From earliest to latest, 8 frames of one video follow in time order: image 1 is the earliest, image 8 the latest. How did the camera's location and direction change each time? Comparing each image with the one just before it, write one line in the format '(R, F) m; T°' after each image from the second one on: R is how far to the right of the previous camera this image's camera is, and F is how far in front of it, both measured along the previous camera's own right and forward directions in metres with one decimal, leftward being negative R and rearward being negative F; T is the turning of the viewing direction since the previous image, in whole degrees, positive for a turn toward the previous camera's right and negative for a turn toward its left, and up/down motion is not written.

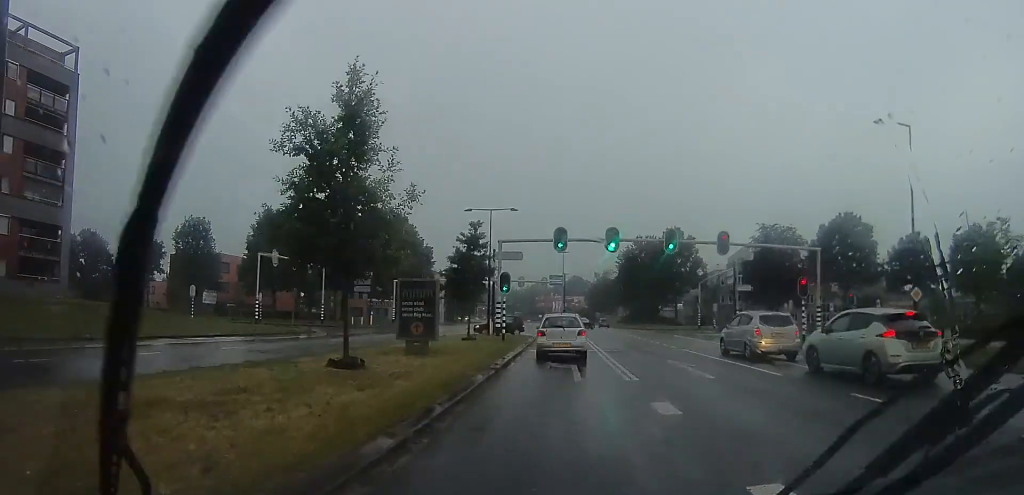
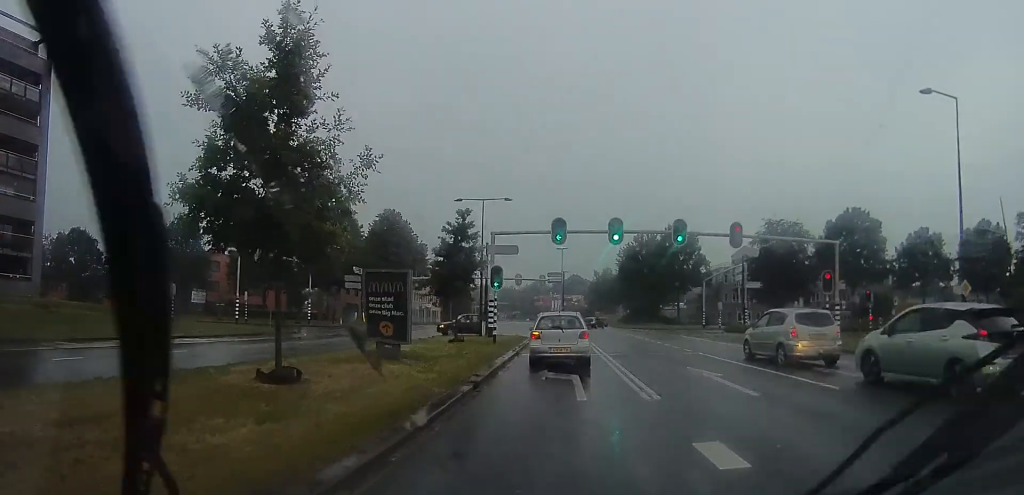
(0.0, +3.2) m; 0°
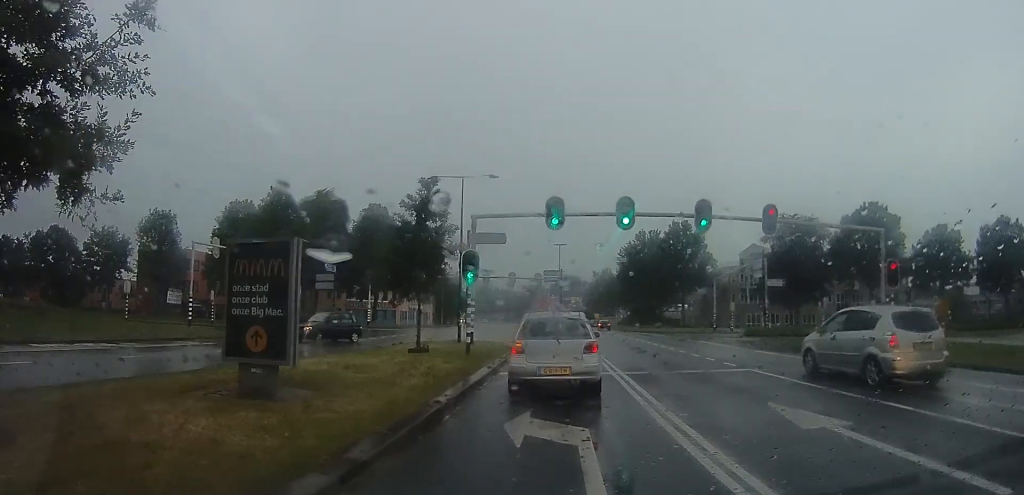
(0.0, +6.6) m; 0°
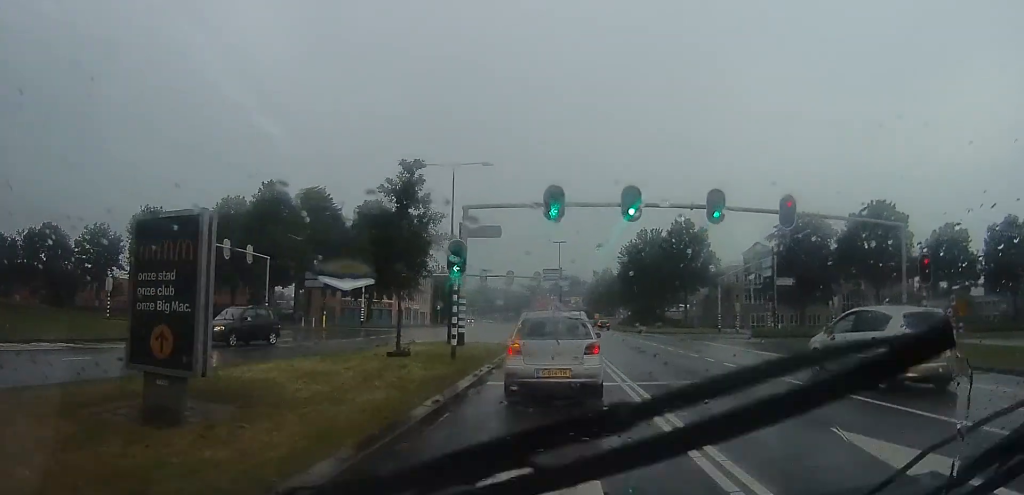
(0.0, +2.2) m; 0°
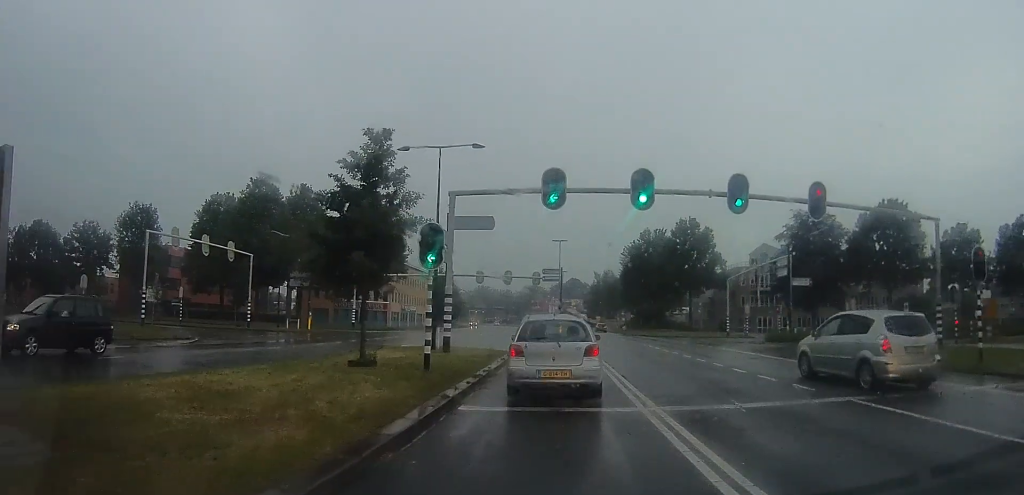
(0.0, +2.7) m; 0°
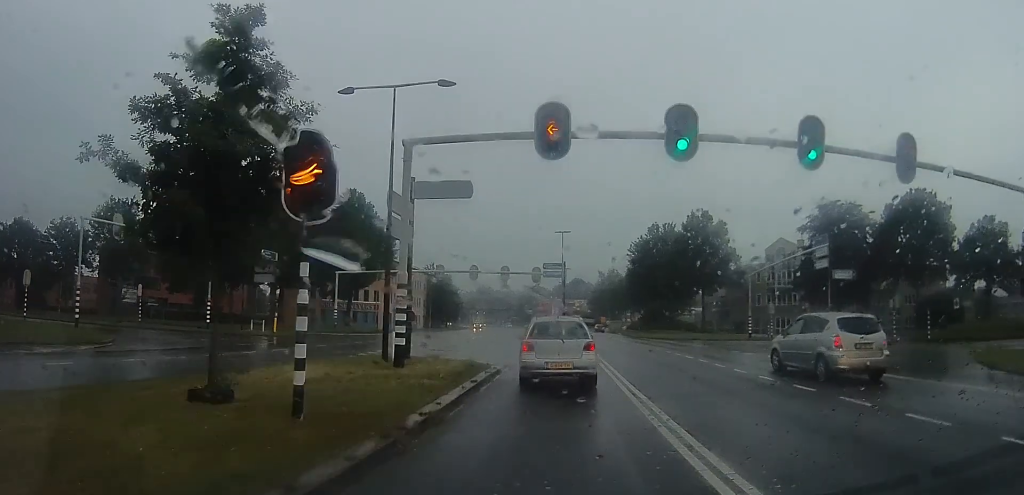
(0.0, +5.3) m; 0°
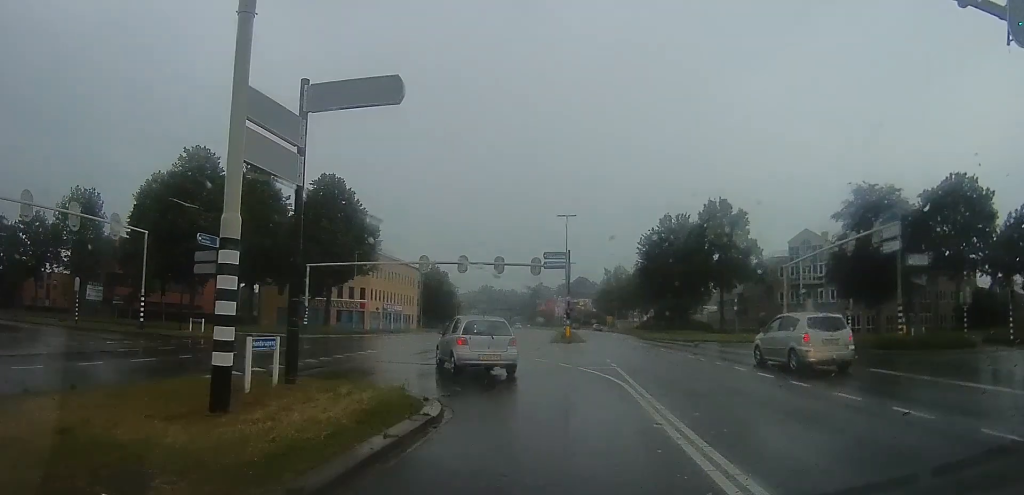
(0.0, +7.3) m; -2°
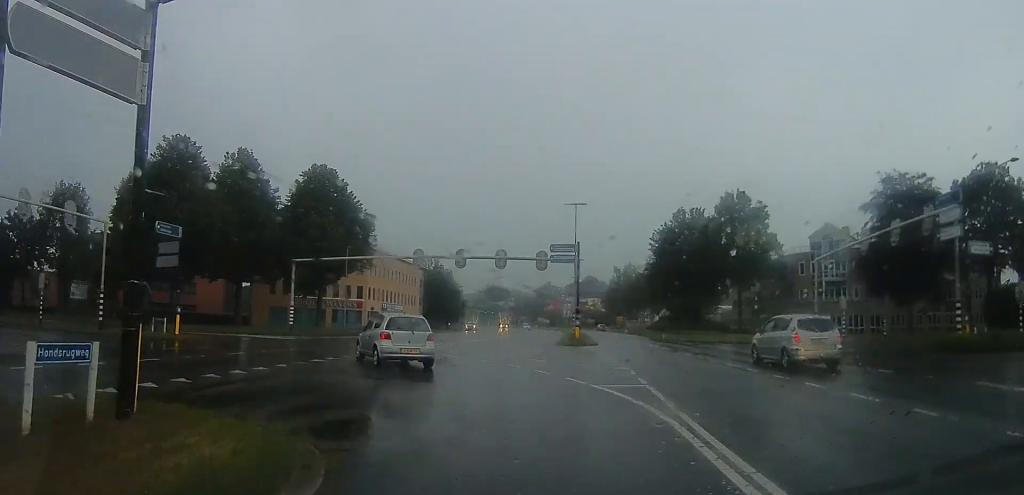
(+0.1, +4.1) m; -6°
